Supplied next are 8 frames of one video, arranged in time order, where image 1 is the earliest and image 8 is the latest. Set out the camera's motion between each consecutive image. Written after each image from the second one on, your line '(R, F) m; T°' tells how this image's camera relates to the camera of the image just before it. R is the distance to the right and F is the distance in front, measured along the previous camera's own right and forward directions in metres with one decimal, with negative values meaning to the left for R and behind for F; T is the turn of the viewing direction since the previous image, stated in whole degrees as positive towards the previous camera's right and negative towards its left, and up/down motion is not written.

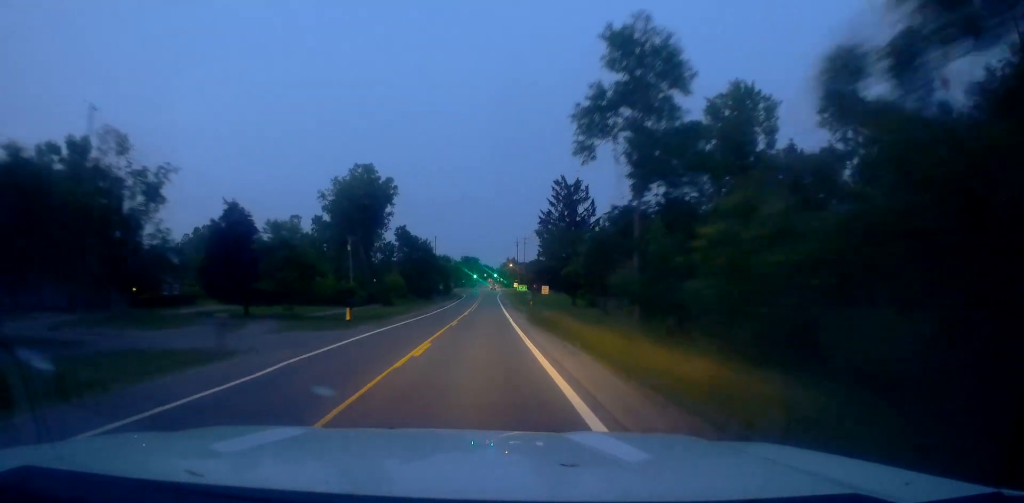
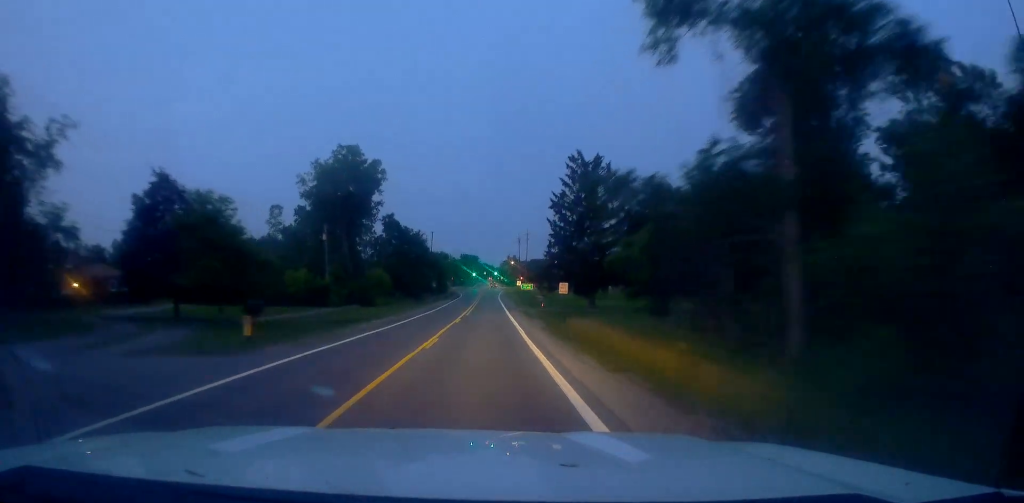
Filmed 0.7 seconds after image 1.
(+0.4, +13.2) m; +1°
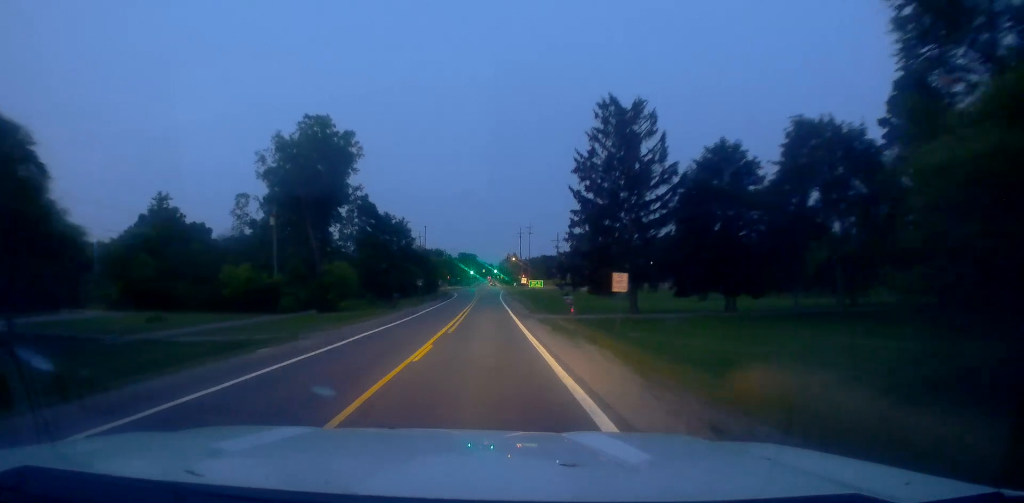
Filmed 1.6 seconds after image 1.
(-0.3, +17.8) m; 0°
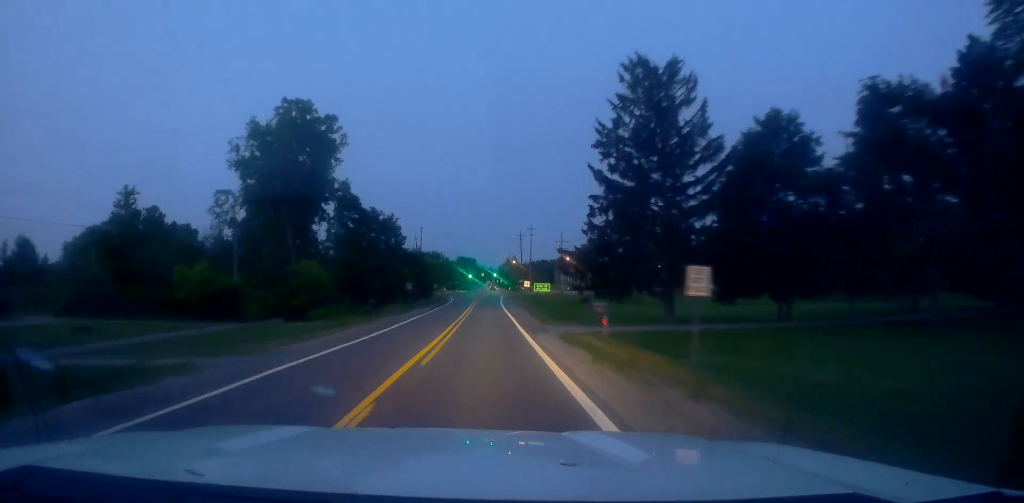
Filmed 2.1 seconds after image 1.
(+0.2, +9.0) m; -1°
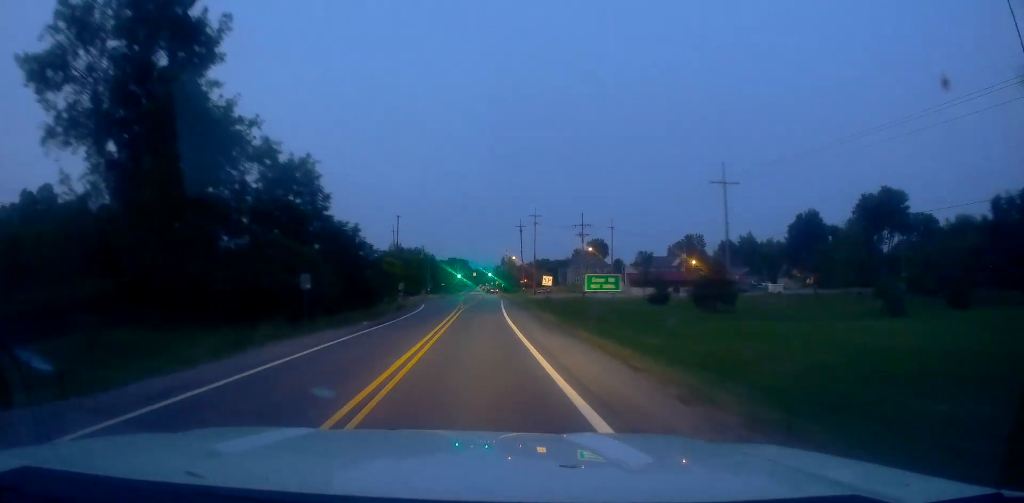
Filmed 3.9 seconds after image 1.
(-0.8, +35.6) m; -1°
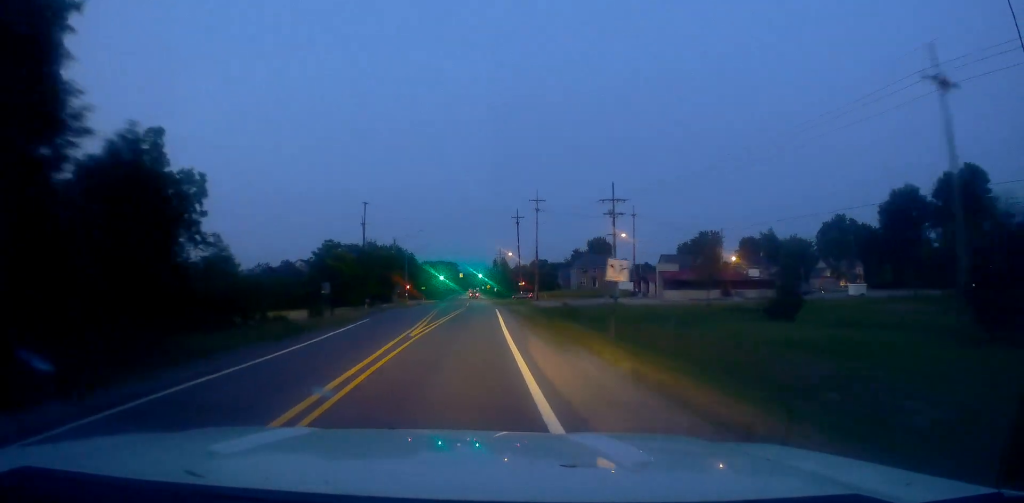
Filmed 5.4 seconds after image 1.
(+0.9, +29.6) m; +1°
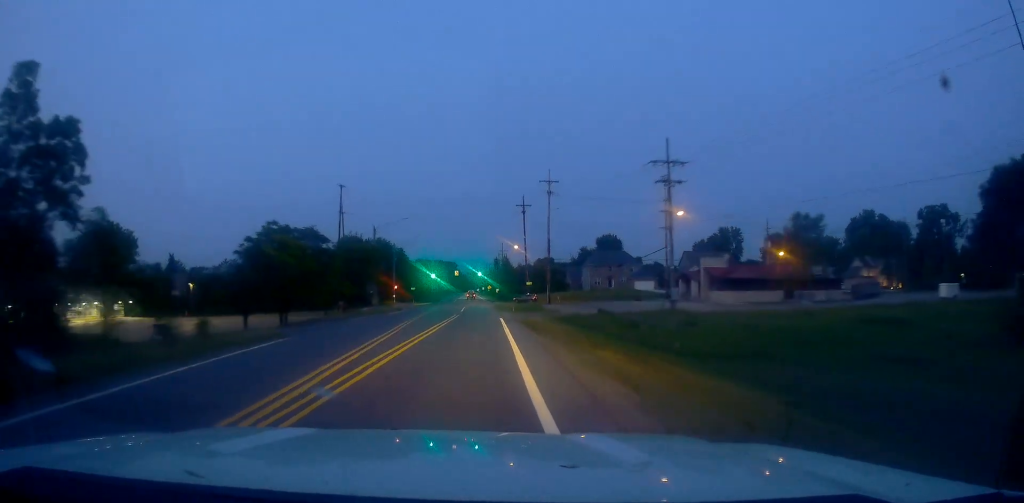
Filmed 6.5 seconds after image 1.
(-0.6, +20.5) m; 0°
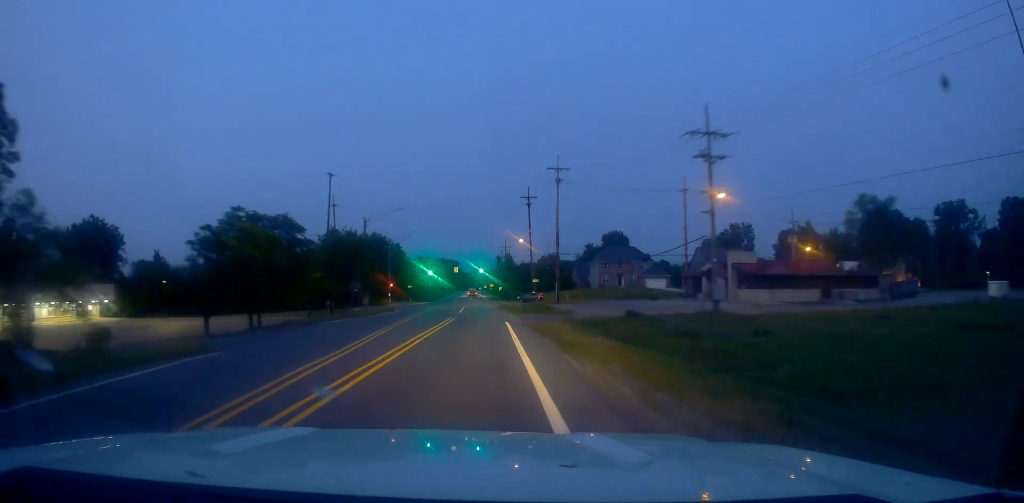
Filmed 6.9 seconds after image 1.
(+0.1, +8.5) m; +1°
